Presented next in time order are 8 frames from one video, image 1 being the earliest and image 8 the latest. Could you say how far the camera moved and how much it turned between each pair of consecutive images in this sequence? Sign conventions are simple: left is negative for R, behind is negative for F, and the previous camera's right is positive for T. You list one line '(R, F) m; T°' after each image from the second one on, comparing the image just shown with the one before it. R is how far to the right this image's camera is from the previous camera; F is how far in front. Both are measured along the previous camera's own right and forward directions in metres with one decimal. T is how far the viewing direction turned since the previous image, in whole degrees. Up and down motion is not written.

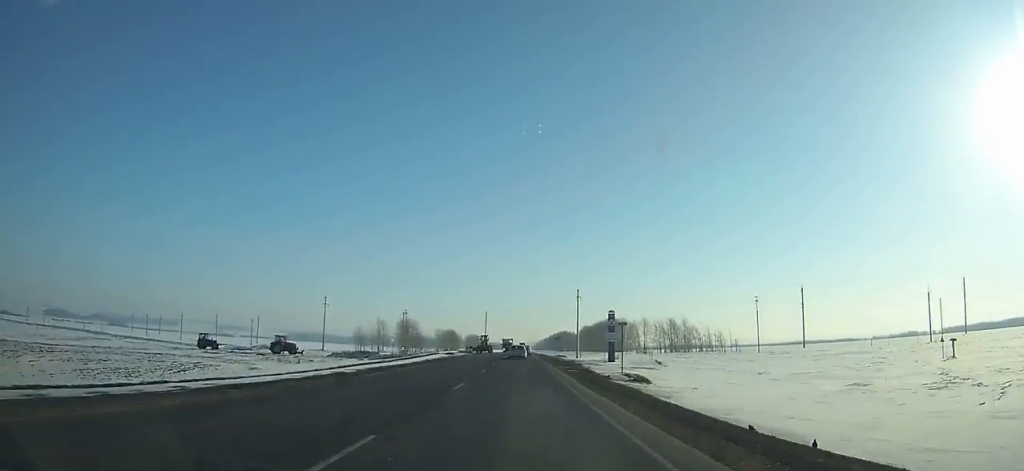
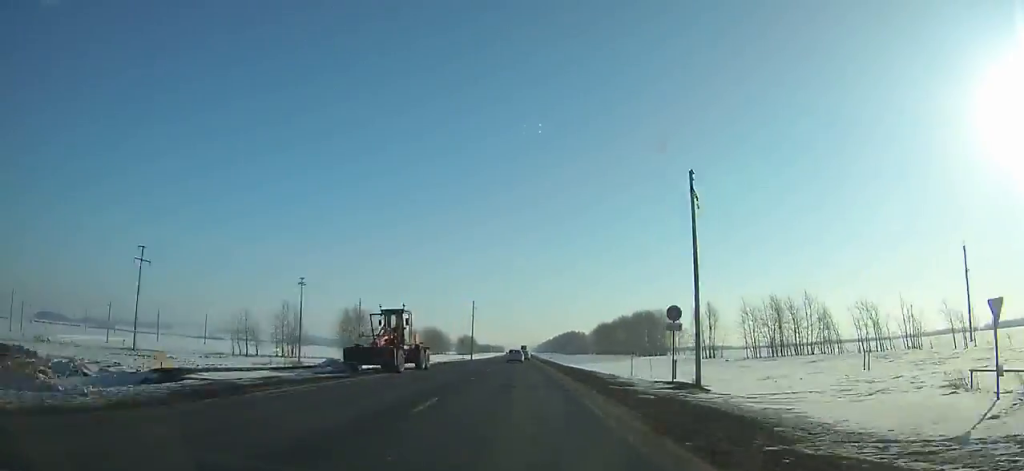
(-0.1, +78.4) m; 0°
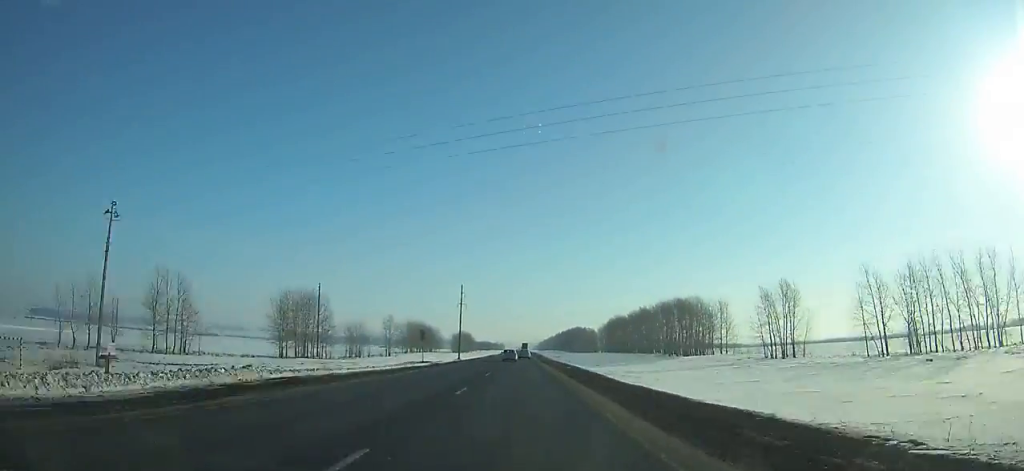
(-0.2, +43.5) m; 0°
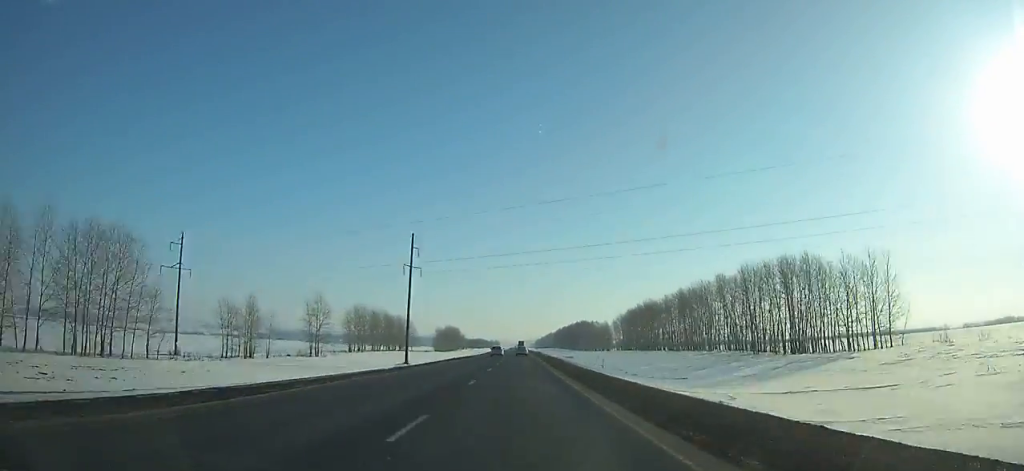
(+0.1, +68.7) m; 0°
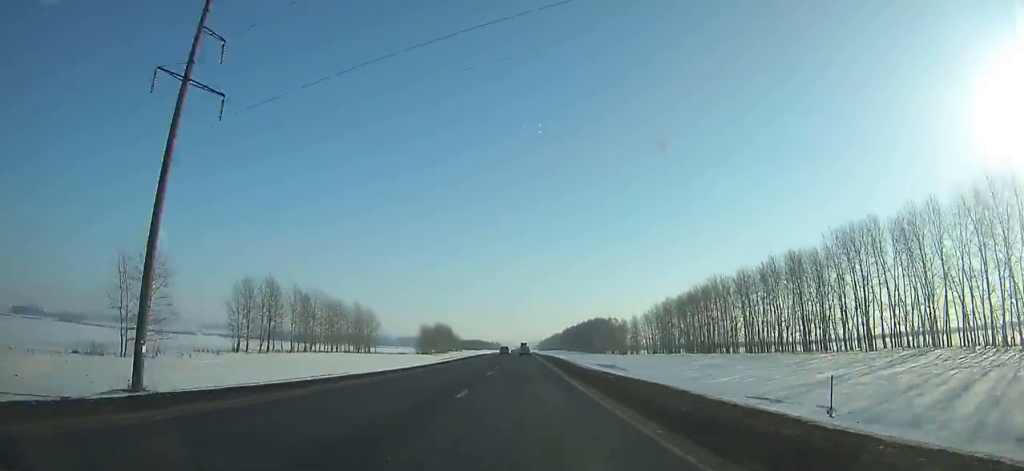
(+0.1, +64.8) m; 0°
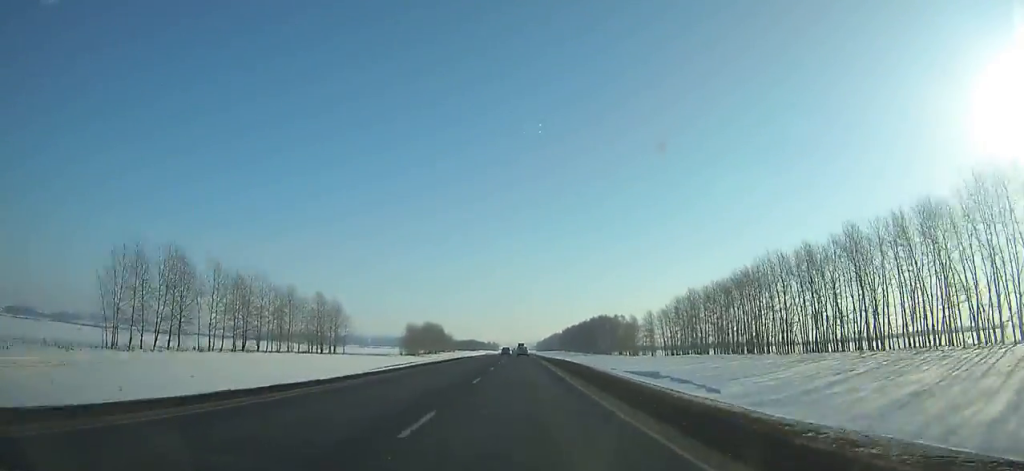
(0.0, +30.0) m; 0°
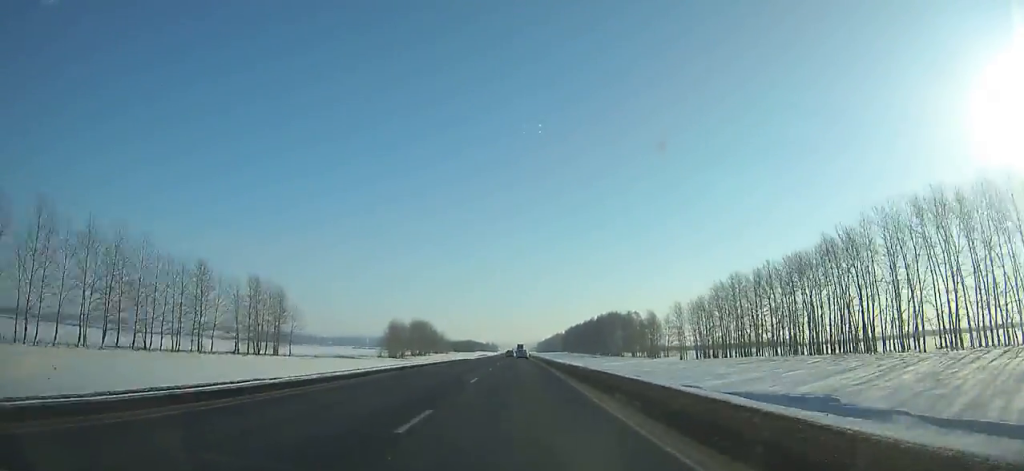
(0.0, +35.3) m; 0°
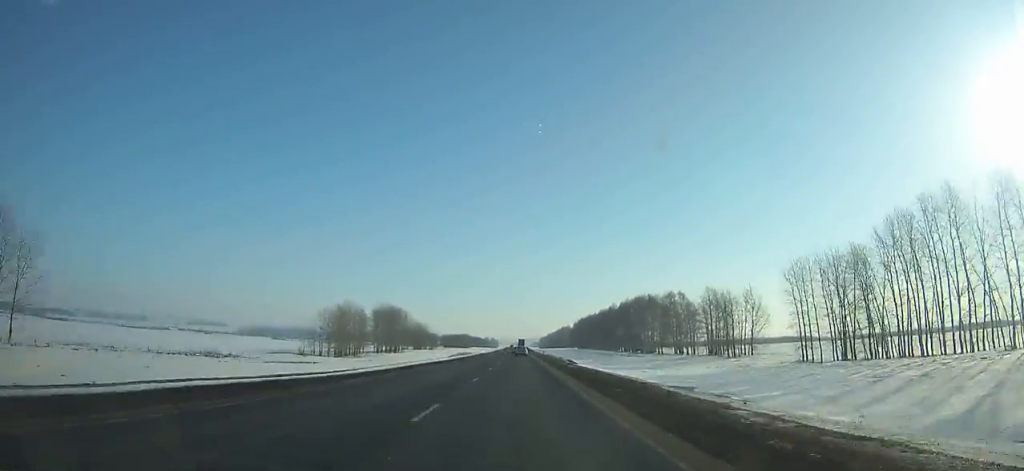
(+0.1, +70.6) m; 0°
